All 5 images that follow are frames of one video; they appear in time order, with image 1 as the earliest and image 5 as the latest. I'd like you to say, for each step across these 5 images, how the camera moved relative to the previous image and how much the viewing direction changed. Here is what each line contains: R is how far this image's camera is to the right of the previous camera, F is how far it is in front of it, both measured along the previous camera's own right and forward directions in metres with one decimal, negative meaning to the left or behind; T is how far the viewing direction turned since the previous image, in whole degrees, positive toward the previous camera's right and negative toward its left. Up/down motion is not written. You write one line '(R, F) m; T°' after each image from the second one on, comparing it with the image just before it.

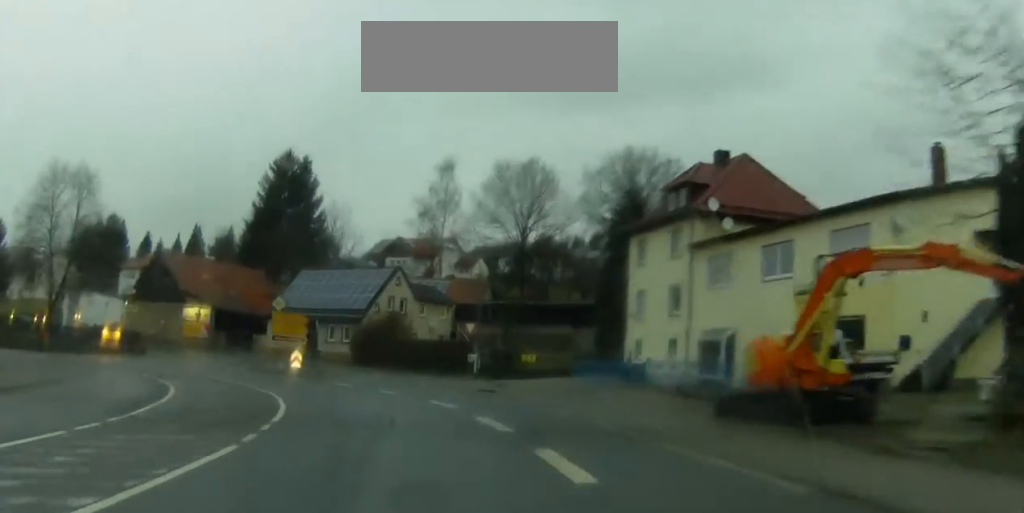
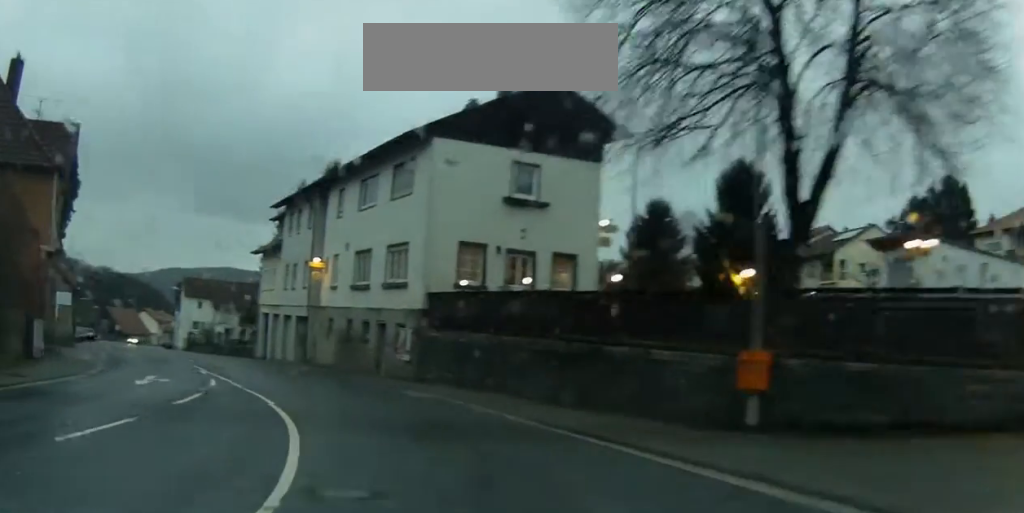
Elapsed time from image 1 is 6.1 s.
(-21.7, +56.7) m; -51°
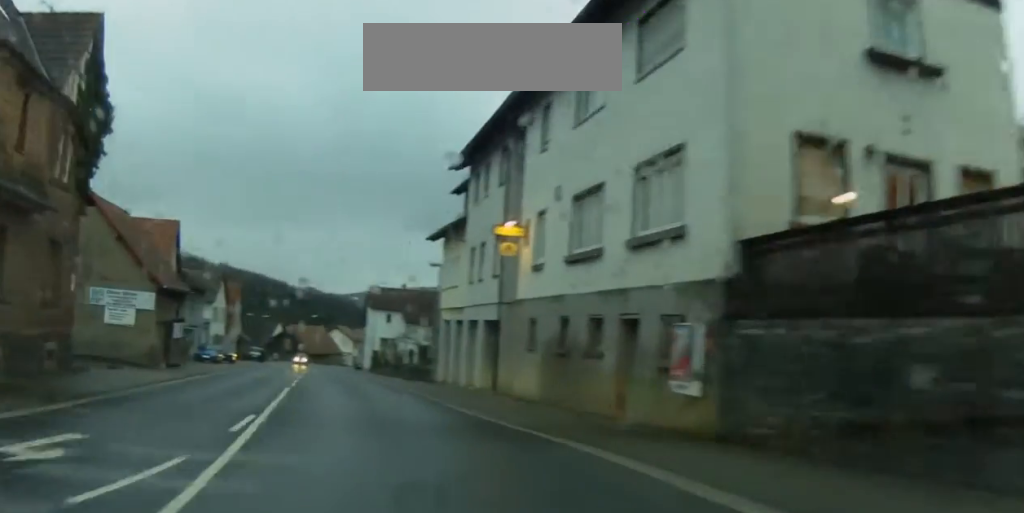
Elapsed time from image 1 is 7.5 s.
(-1.9, +15.6) m; -11°
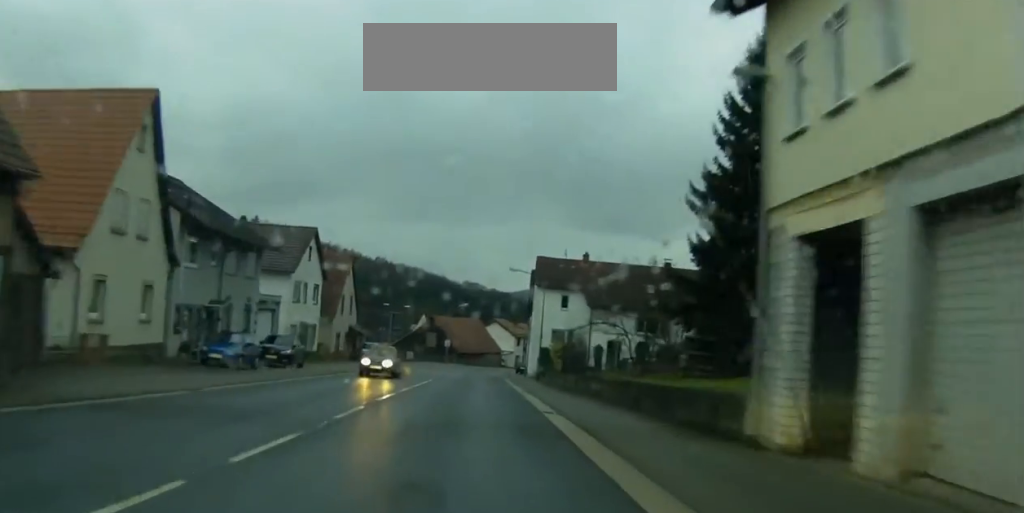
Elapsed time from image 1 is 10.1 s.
(-3.2, +29.4) m; -10°
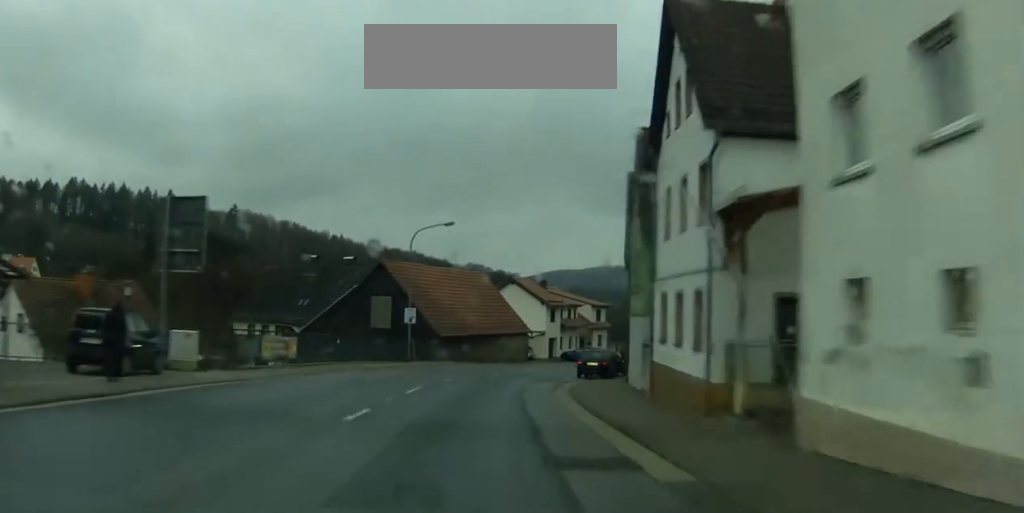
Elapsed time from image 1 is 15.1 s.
(-4.8, +65.6) m; -5°
